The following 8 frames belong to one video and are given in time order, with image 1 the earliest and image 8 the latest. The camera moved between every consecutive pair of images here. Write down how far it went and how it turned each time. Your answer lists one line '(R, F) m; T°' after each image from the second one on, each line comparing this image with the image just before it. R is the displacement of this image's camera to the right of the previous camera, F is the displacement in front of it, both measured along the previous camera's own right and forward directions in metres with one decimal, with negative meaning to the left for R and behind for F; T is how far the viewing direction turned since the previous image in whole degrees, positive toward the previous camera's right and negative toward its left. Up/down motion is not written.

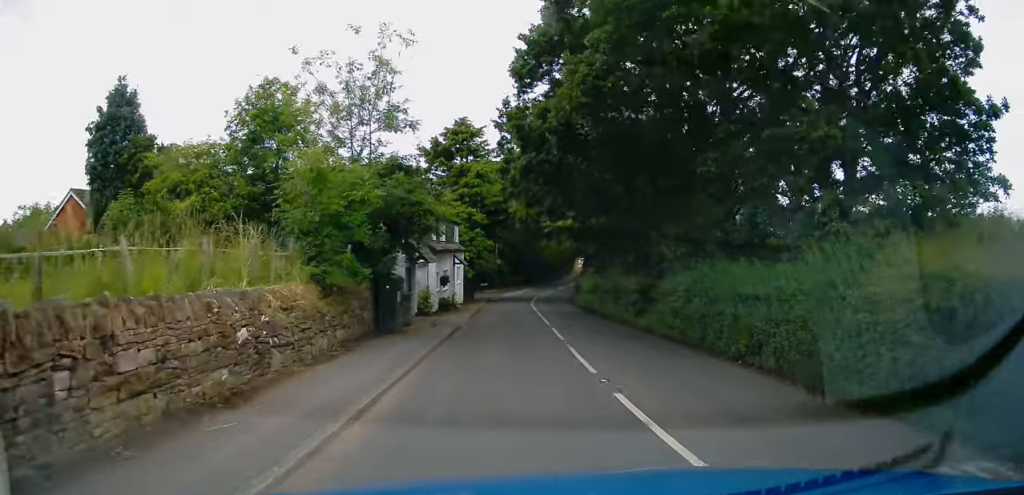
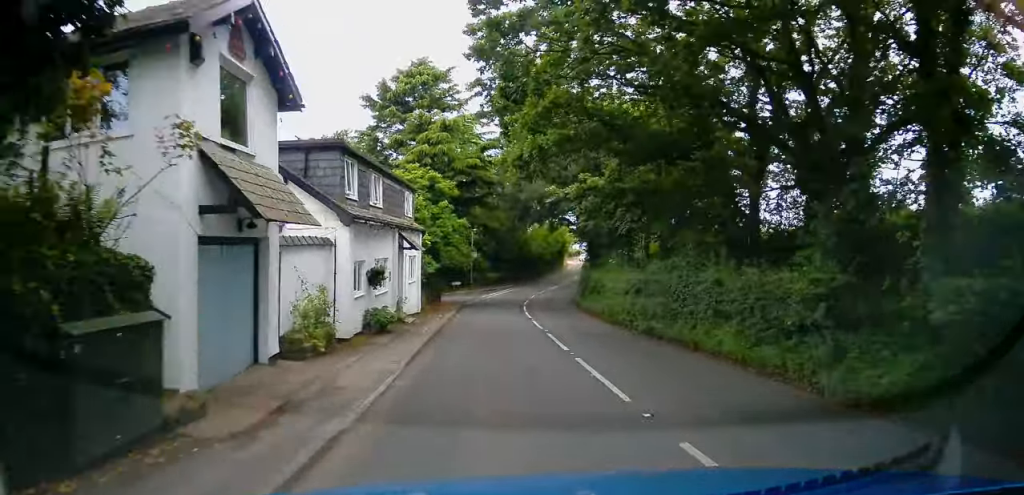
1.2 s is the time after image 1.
(+0.5, +14.0) m; +4°
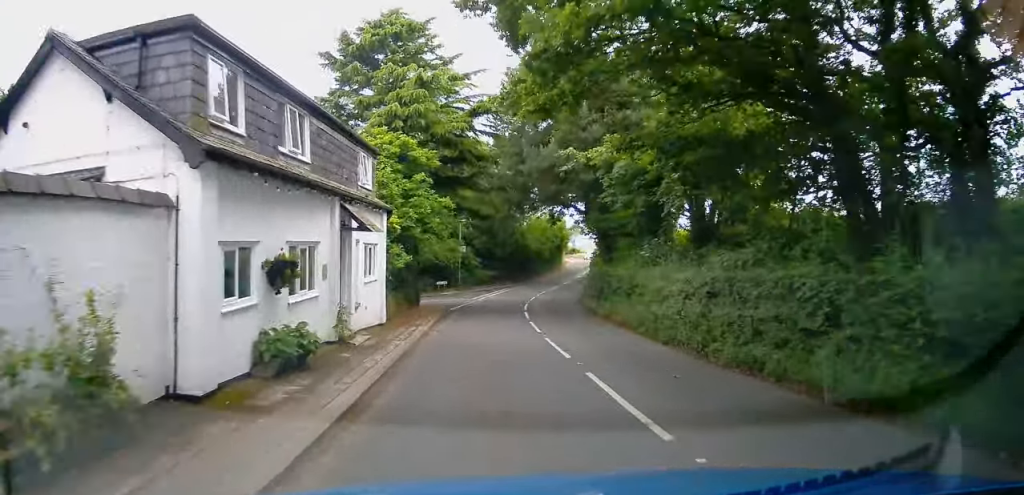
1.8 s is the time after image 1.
(+0.2, +7.3) m; +1°
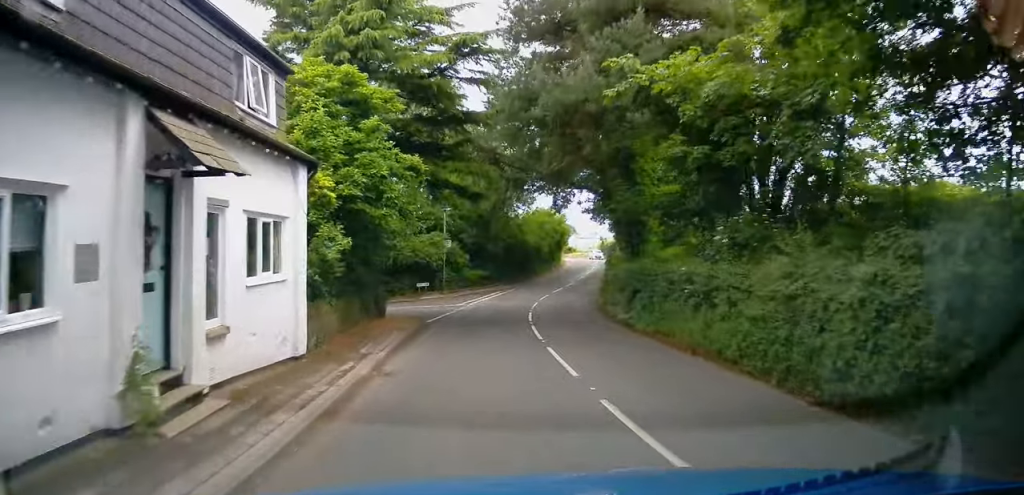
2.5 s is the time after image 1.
(+0.1, +8.1) m; -2°
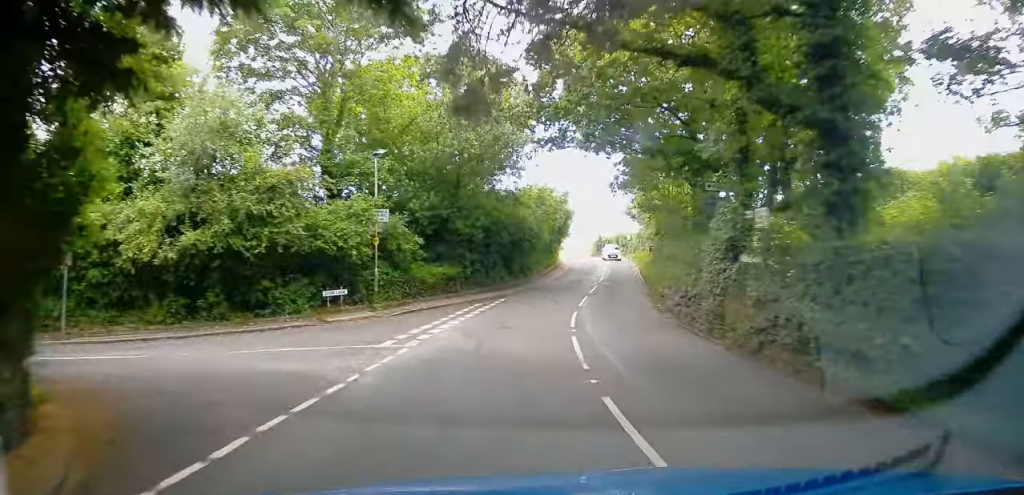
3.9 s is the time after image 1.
(-0.3, +17.7) m; +3°
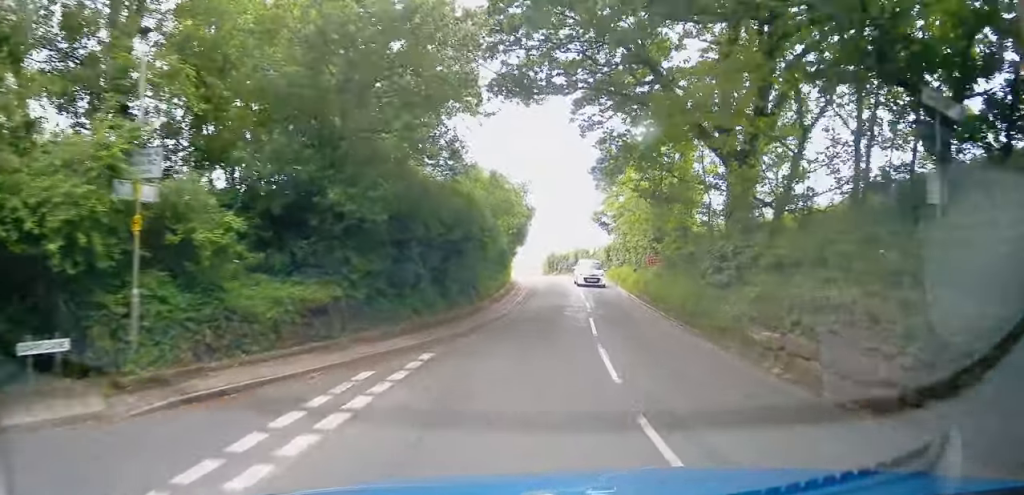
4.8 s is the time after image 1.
(+0.9, +12.0) m; +7°
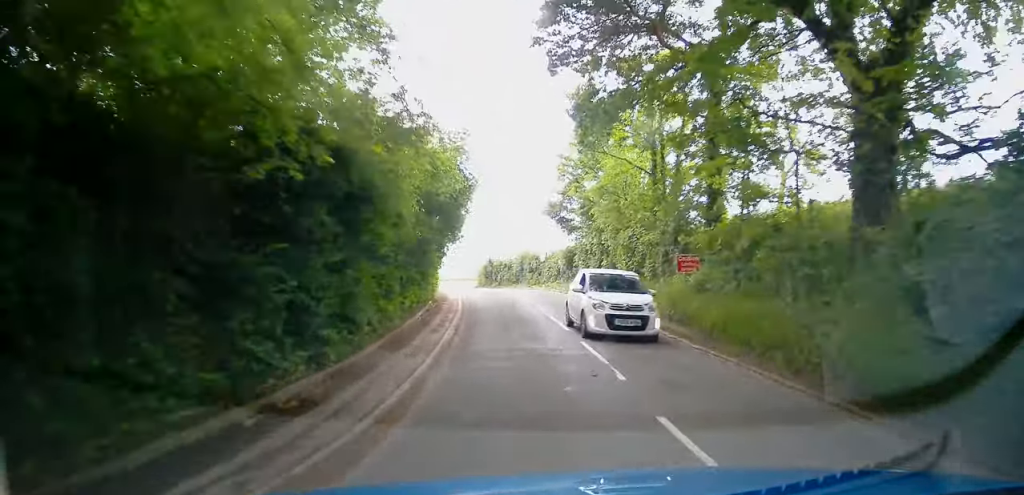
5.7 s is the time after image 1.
(+0.4, +11.4) m; +3°
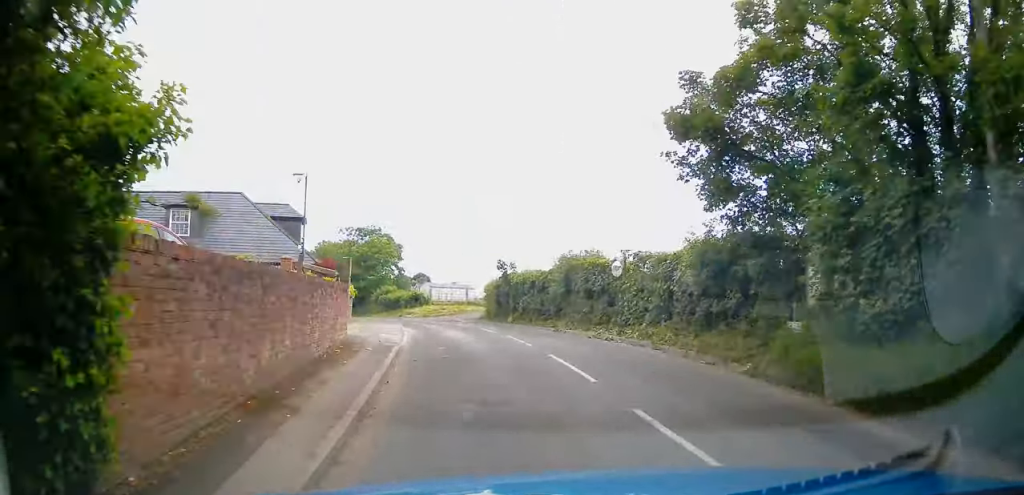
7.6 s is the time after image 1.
(+1.0, +22.8) m; +2°
